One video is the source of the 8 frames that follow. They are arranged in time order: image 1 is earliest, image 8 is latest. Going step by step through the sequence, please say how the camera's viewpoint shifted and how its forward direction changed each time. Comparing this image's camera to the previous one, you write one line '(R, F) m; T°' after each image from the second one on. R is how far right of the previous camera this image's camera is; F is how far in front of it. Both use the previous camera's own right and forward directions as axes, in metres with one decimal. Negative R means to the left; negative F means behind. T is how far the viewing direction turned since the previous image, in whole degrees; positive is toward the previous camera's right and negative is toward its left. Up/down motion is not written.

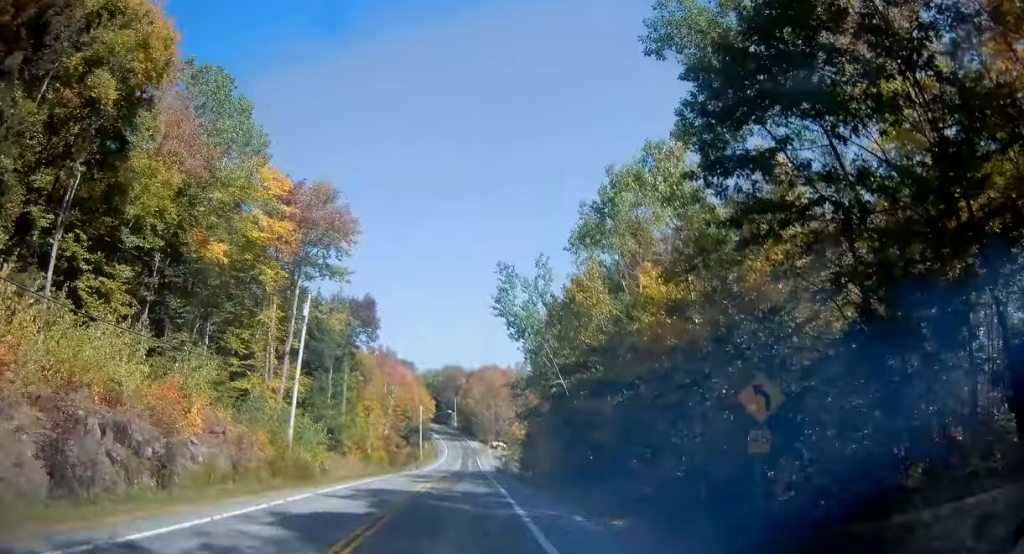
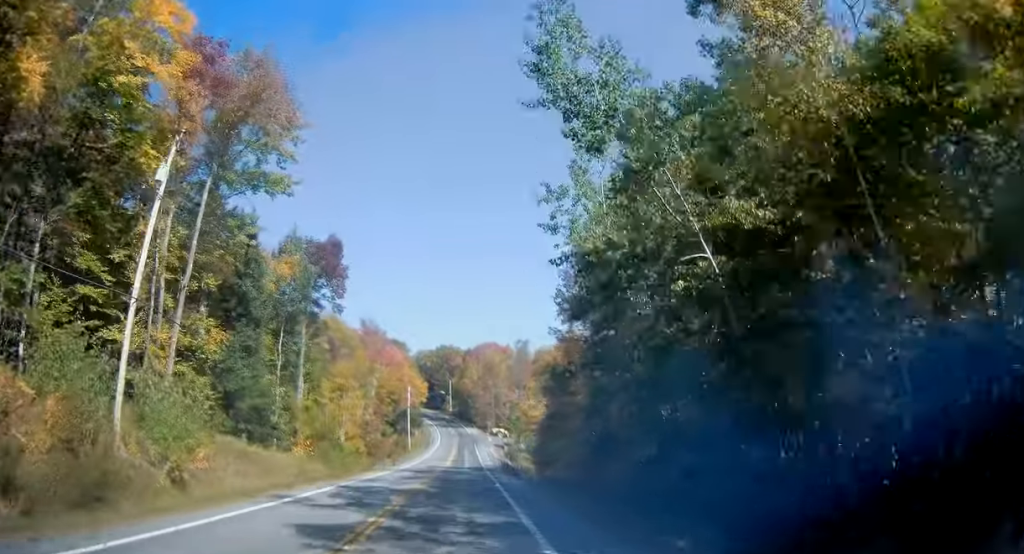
(+0.1, +18.6) m; 0°
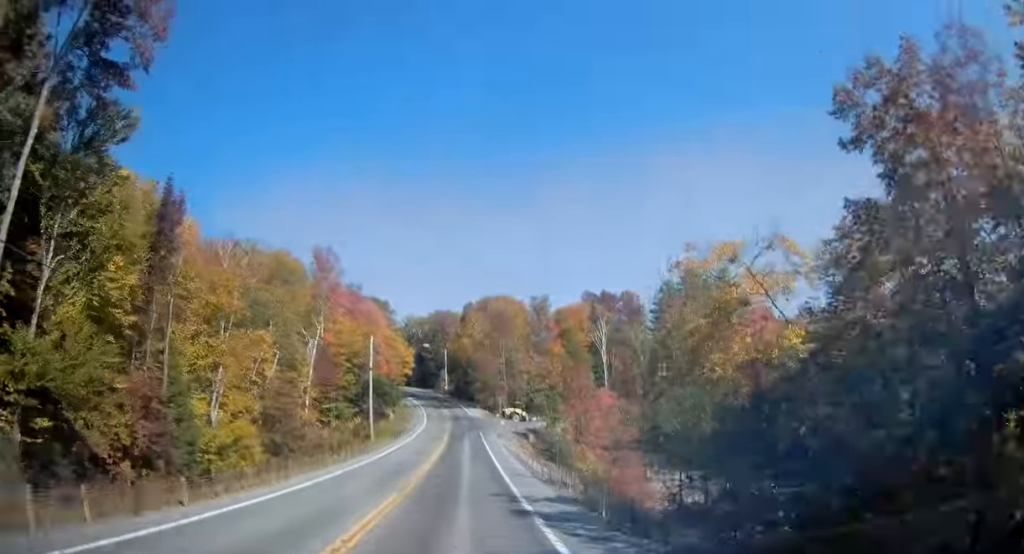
(+0.3, +42.1) m; +1°
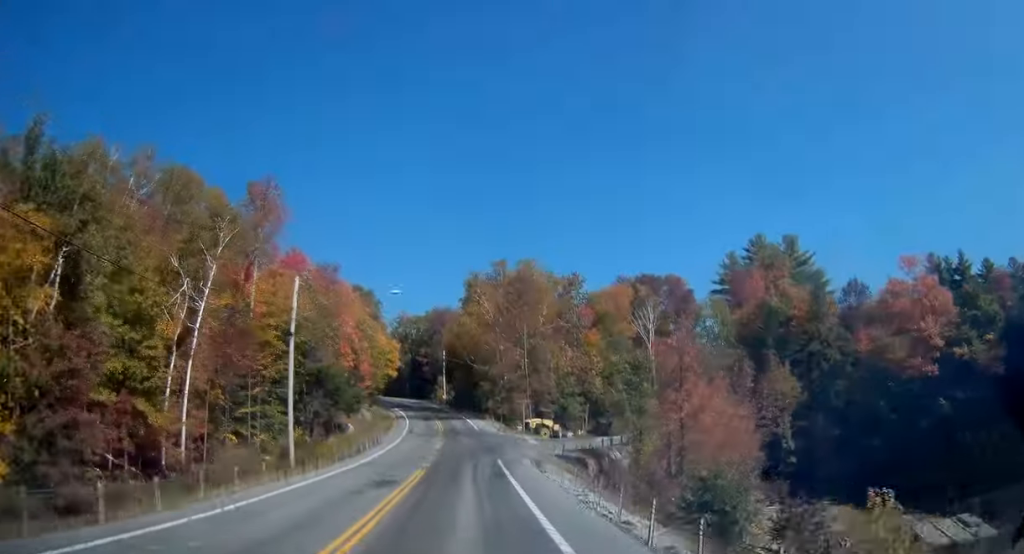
(+0.2, +31.7) m; 0°
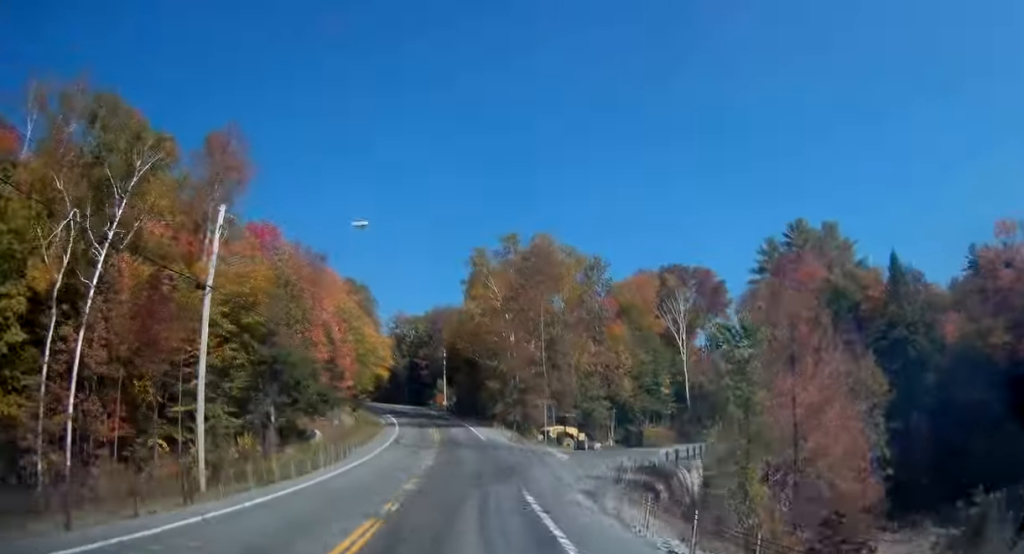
(0.0, +13.4) m; -1°
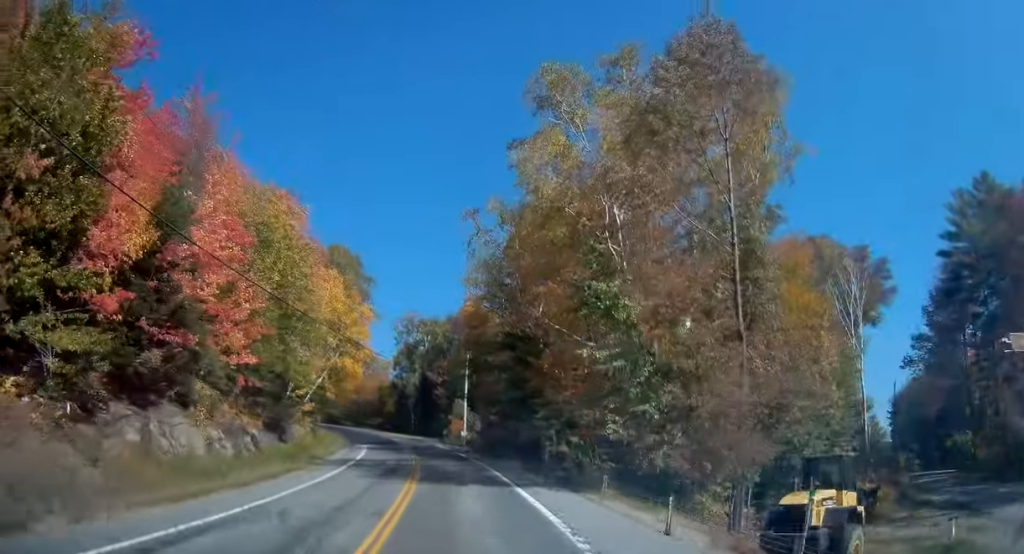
(-0.9, +37.7) m; -3°
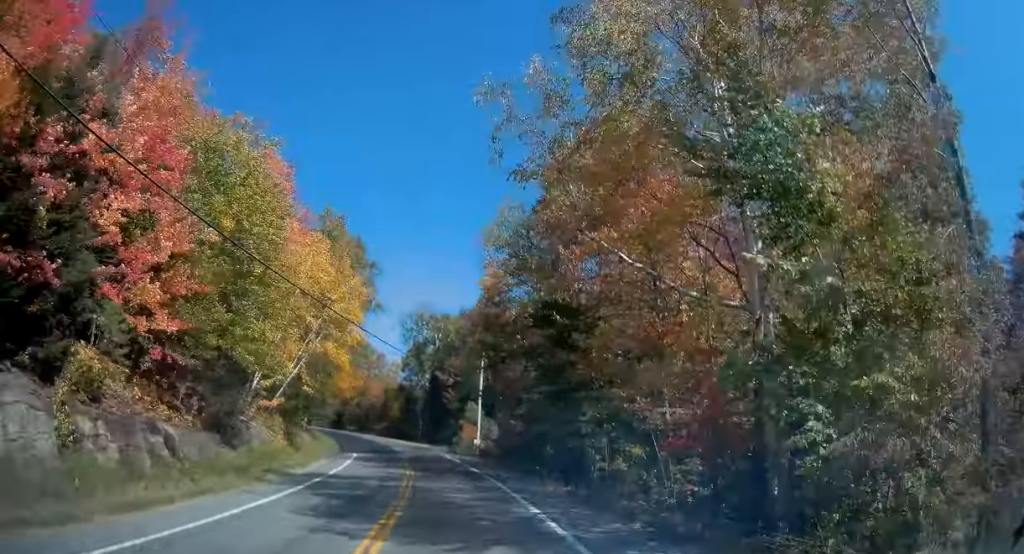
(-0.1, +10.4) m; -1°
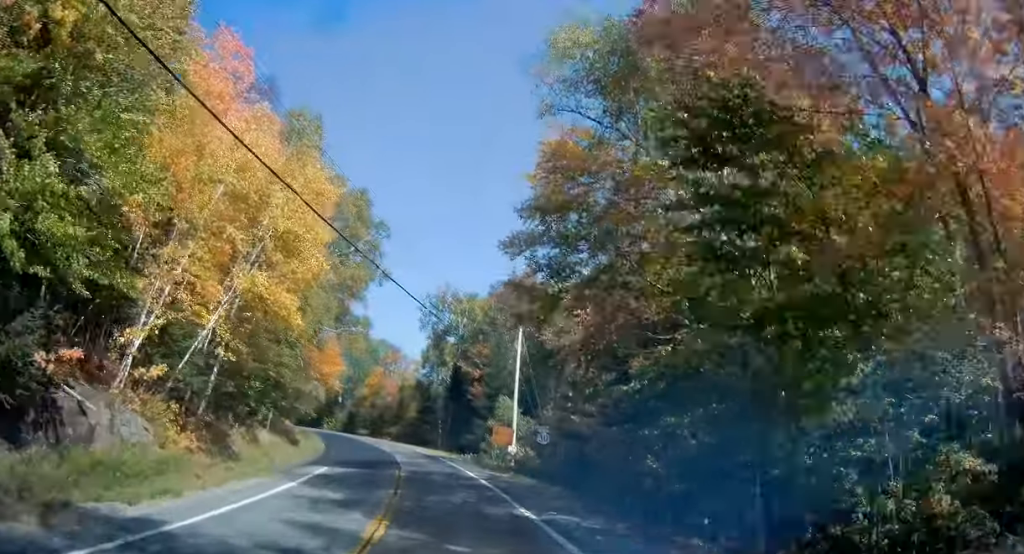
(-0.2, +16.7) m; -3°
